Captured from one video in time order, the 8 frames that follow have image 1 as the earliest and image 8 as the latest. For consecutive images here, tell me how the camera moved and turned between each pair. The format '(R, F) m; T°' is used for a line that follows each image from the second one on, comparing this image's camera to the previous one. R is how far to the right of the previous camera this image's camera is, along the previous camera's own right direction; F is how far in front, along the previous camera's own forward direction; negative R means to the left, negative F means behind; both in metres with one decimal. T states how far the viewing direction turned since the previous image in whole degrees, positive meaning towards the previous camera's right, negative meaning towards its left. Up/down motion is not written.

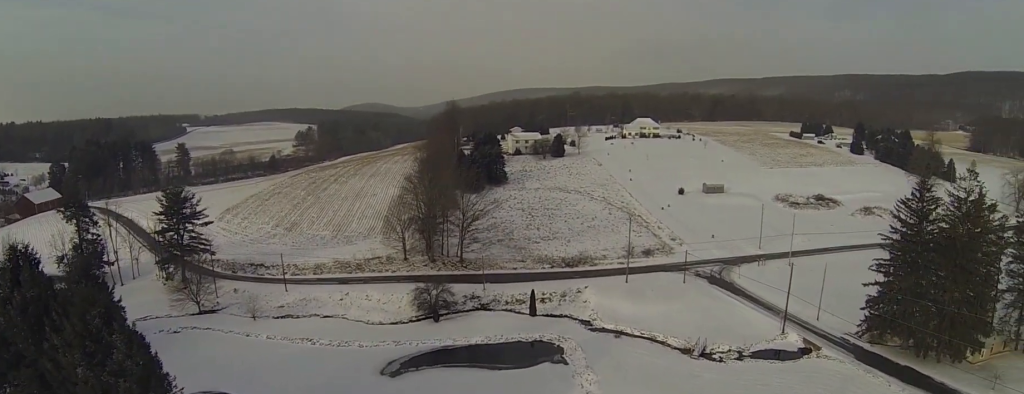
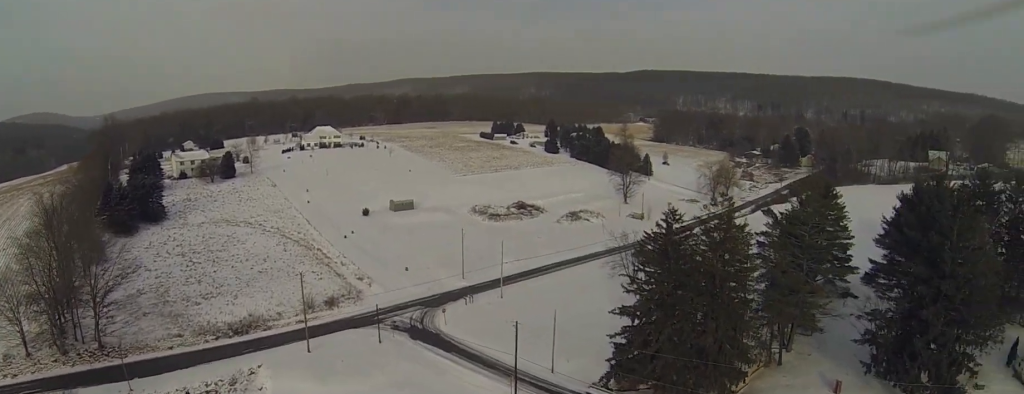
(+3.7, +18.6) m; +26°
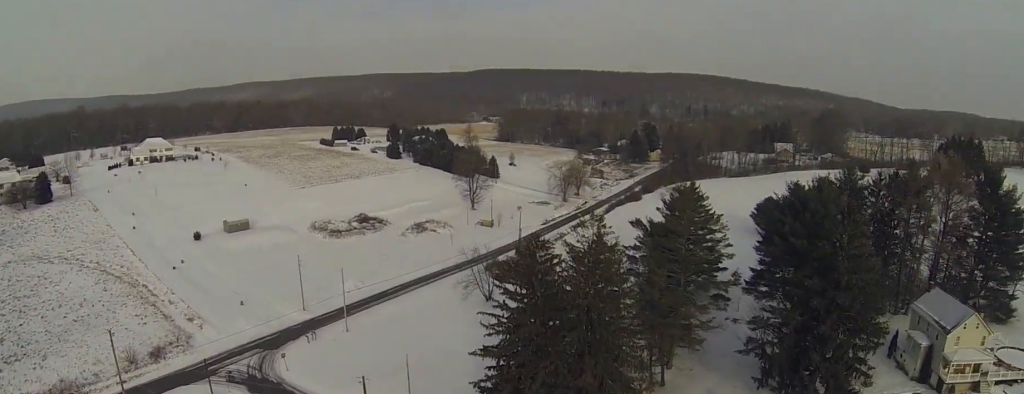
(+1.7, +9.8) m; +15°
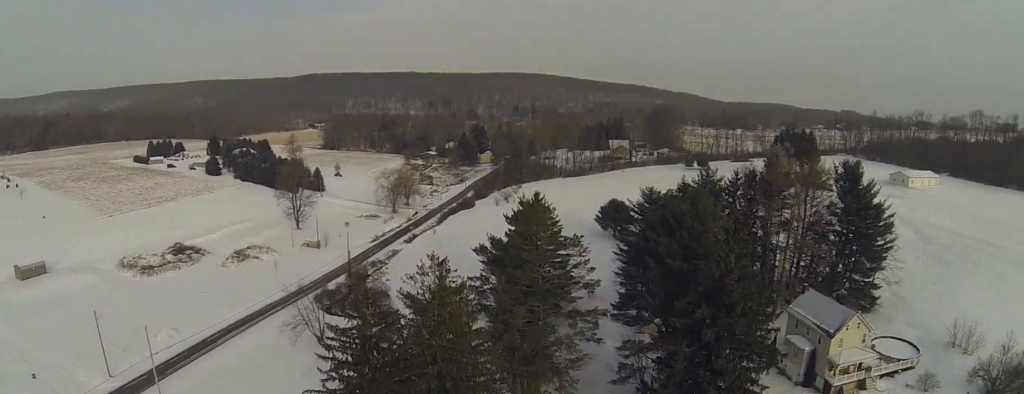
(+0.9, +10.3) m; +10°
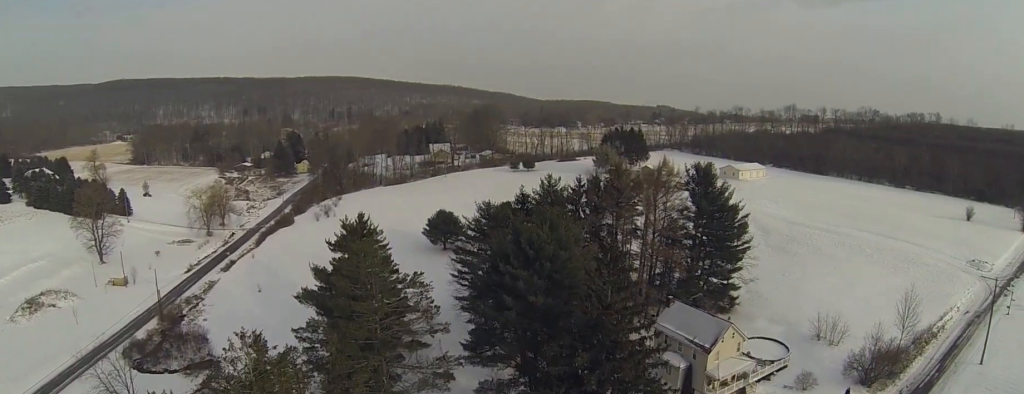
(+0.8, +11.0) m; +7°
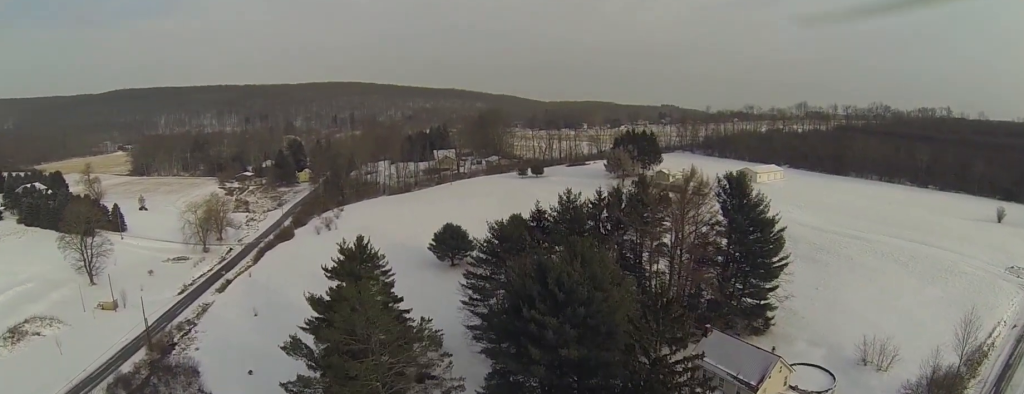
(+0.5, +10.4) m; +6°
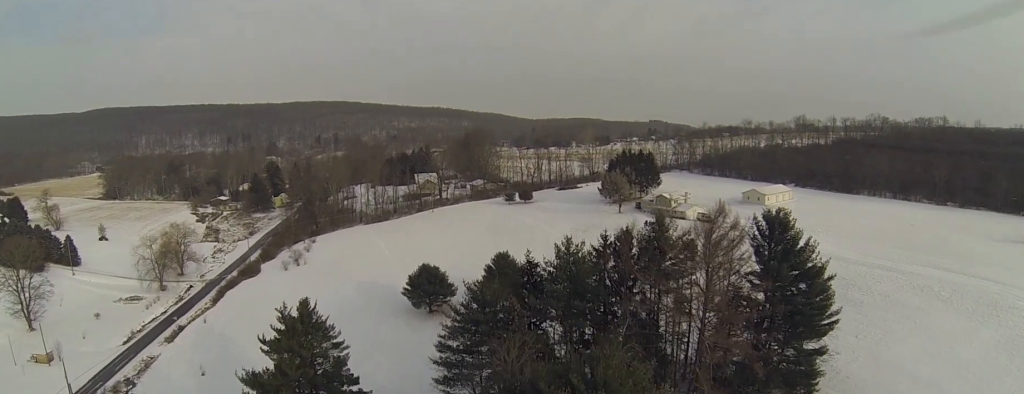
(+1.7, +18.5) m; +16°
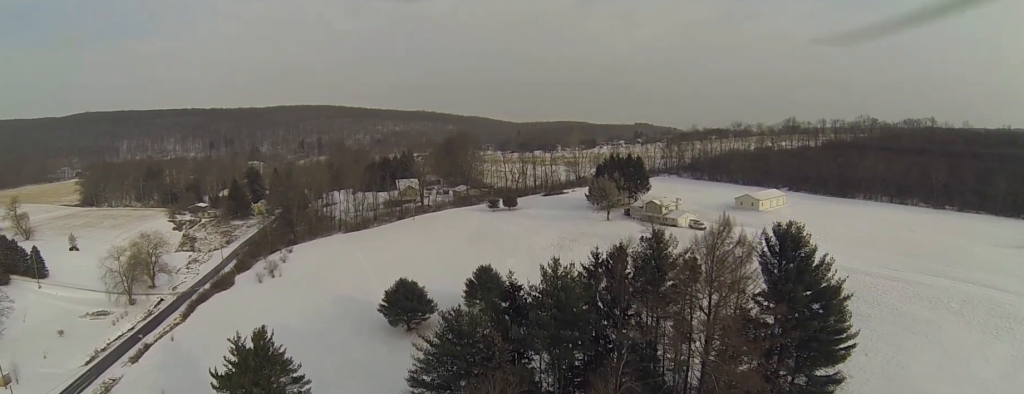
(+1.0, +7.4) m; +4°
